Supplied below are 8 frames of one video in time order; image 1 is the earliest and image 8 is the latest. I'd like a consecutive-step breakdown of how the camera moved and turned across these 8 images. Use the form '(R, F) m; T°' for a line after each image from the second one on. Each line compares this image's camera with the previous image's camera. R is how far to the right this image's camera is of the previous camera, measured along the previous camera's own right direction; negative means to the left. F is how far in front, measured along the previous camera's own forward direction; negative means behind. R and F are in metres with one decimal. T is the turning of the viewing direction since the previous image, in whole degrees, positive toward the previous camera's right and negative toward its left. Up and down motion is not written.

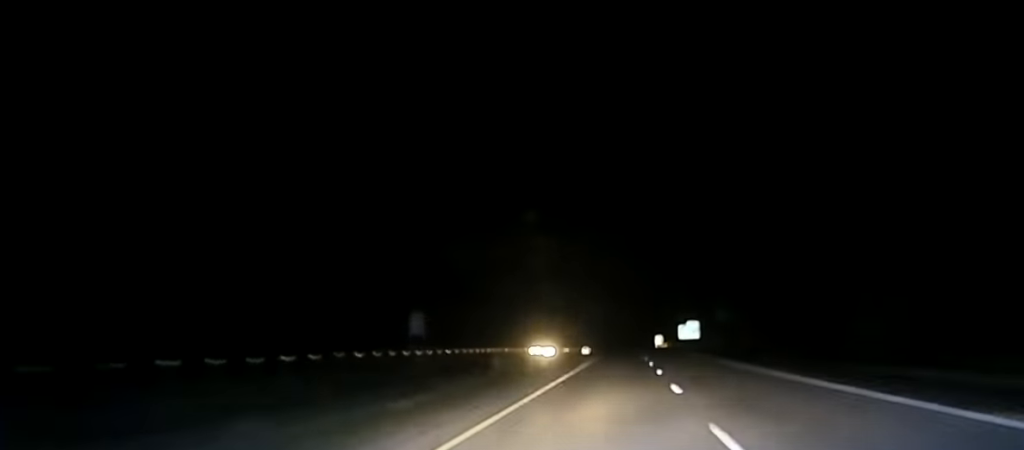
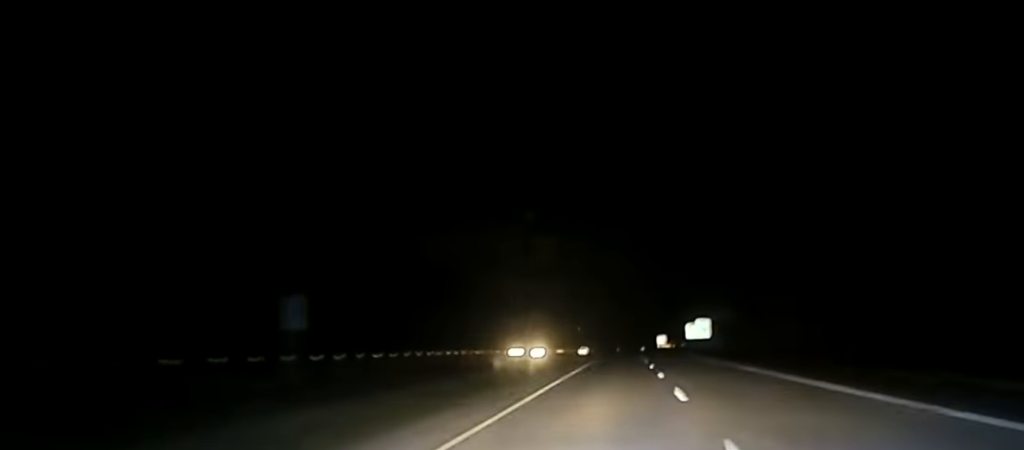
(+0.1, +27.4) m; 0°
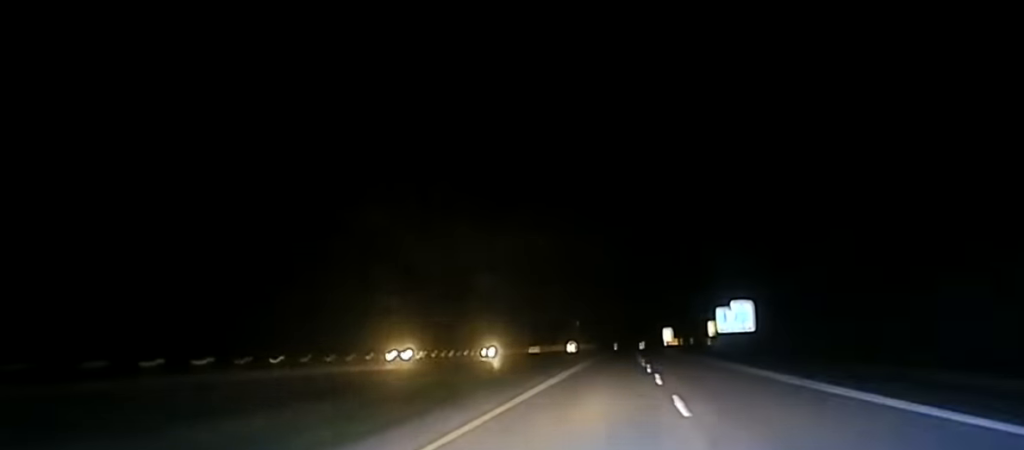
(+0.3, +66.6) m; 0°
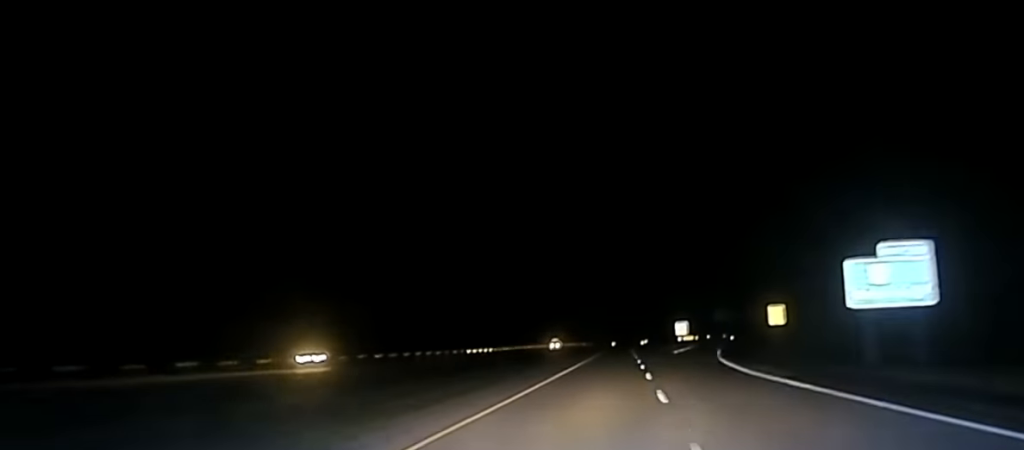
(-0.2, +72.6) m; 0°
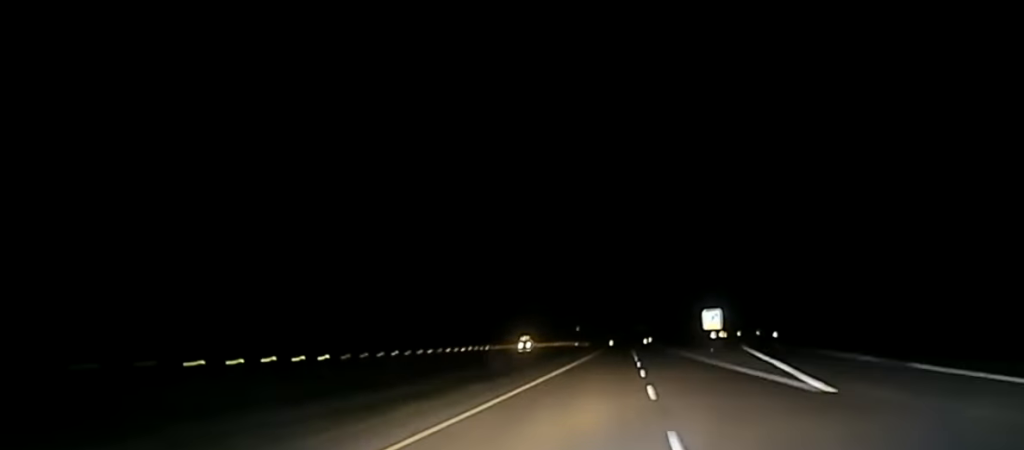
(-0.4, +77.1) m; 0°
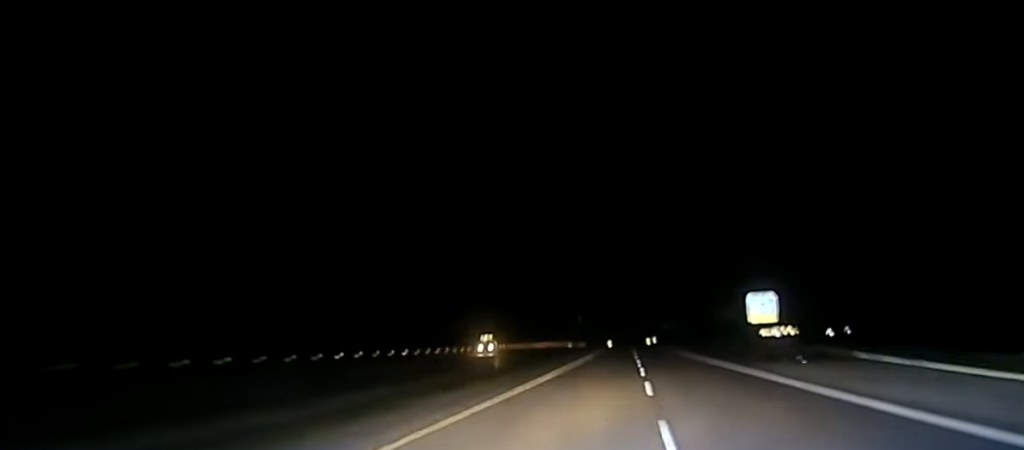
(0.0, +51.4) m; 0°
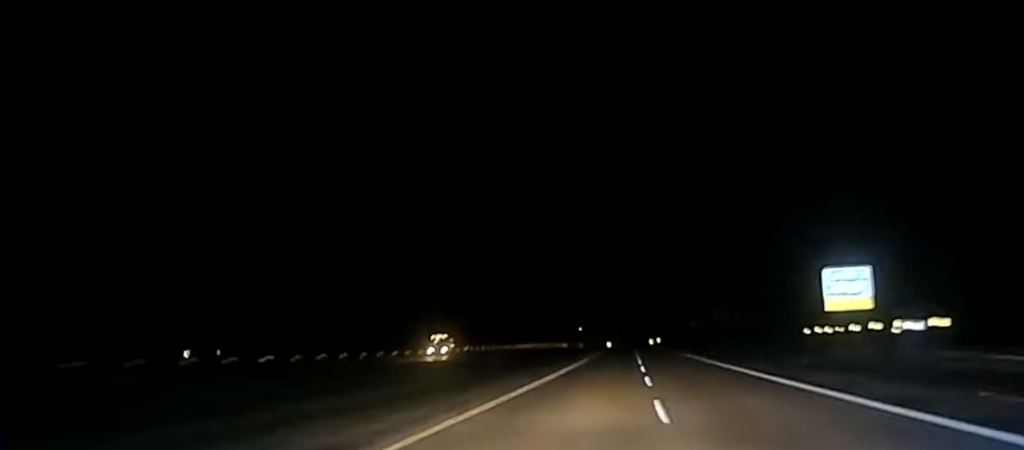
(0.0, +28.9) m; 0°
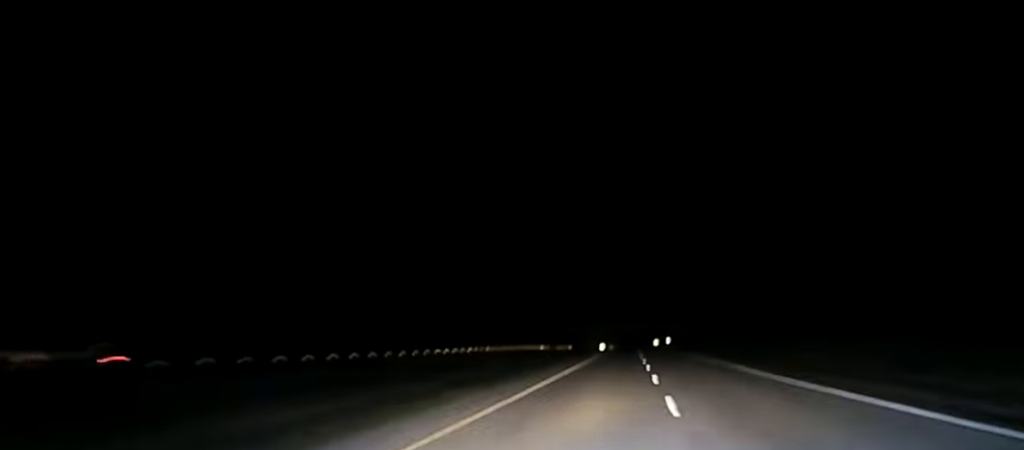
(0.0, +66.1) m; 0°
